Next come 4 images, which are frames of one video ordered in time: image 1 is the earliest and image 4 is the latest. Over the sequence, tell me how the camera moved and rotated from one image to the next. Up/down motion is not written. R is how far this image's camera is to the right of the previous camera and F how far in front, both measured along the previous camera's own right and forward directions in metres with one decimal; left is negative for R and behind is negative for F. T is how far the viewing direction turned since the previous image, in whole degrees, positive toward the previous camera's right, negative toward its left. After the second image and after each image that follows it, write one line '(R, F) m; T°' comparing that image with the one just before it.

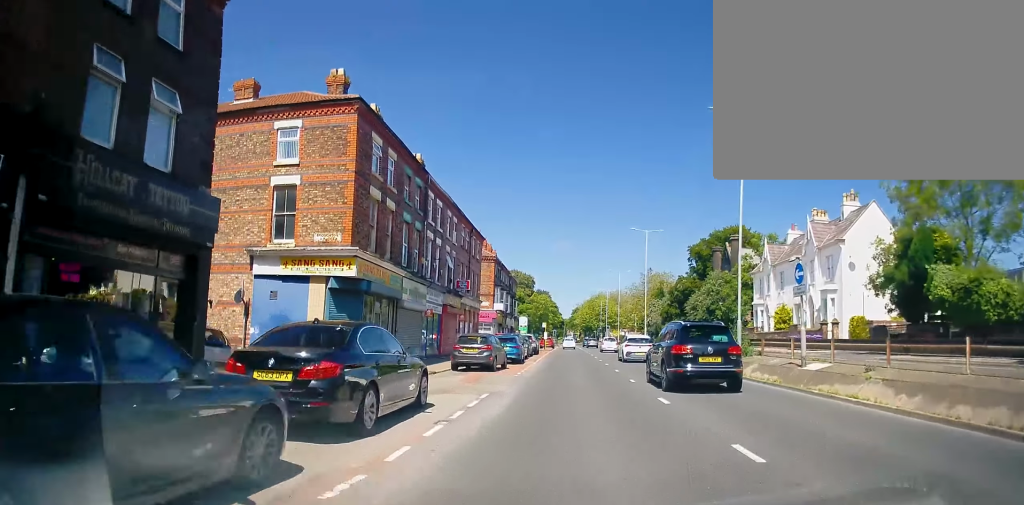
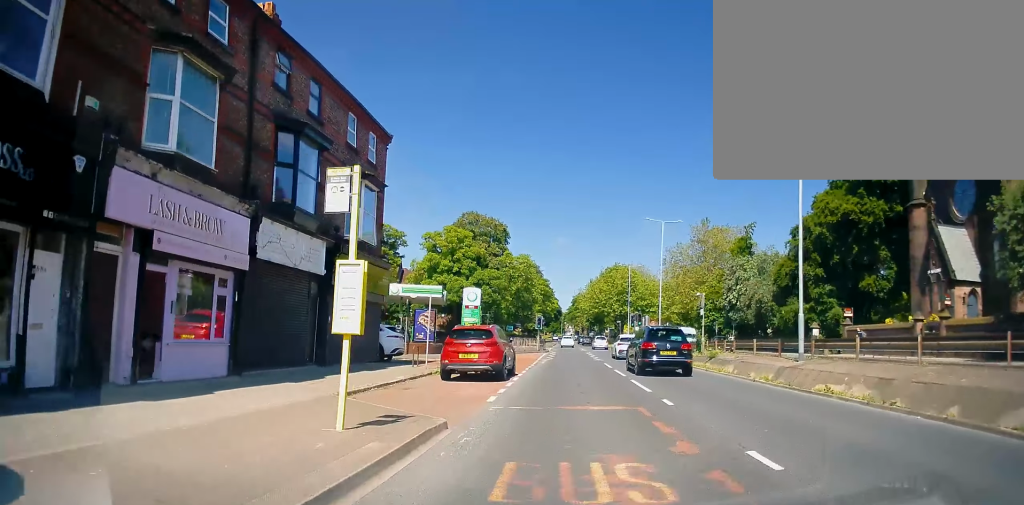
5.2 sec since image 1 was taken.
(+1.7, +65.1) m; 0°
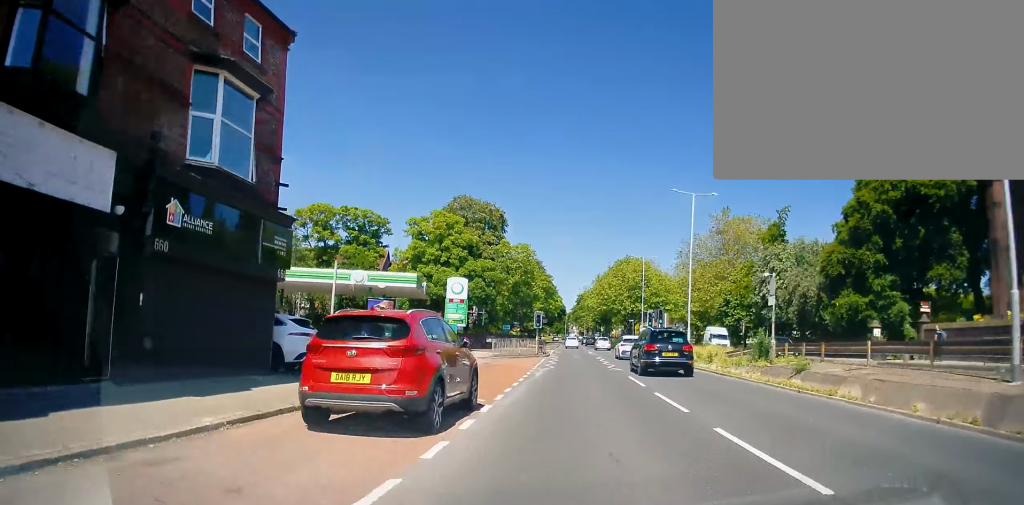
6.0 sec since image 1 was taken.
(-0.1, +9.6) m; 0°
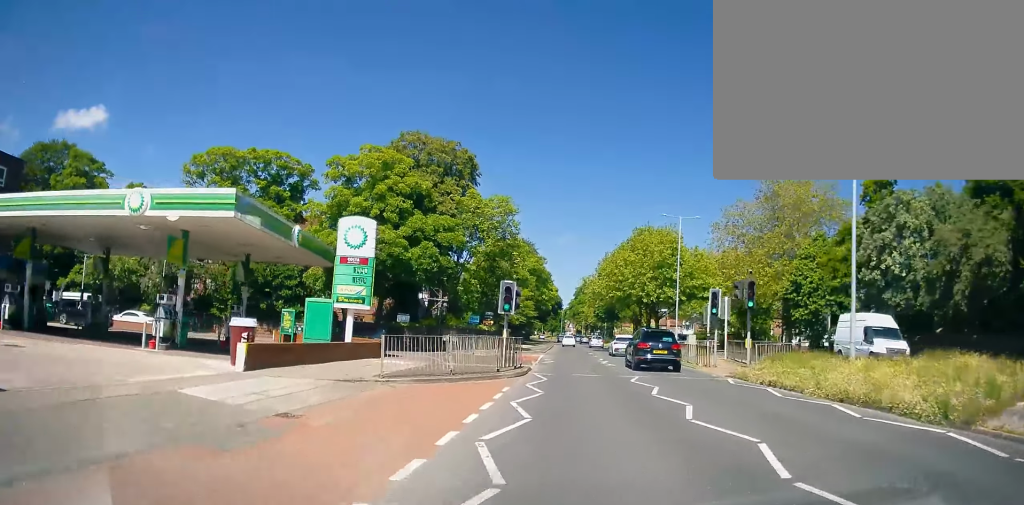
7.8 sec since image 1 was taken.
(+0.4, +22.2) m; +1°
